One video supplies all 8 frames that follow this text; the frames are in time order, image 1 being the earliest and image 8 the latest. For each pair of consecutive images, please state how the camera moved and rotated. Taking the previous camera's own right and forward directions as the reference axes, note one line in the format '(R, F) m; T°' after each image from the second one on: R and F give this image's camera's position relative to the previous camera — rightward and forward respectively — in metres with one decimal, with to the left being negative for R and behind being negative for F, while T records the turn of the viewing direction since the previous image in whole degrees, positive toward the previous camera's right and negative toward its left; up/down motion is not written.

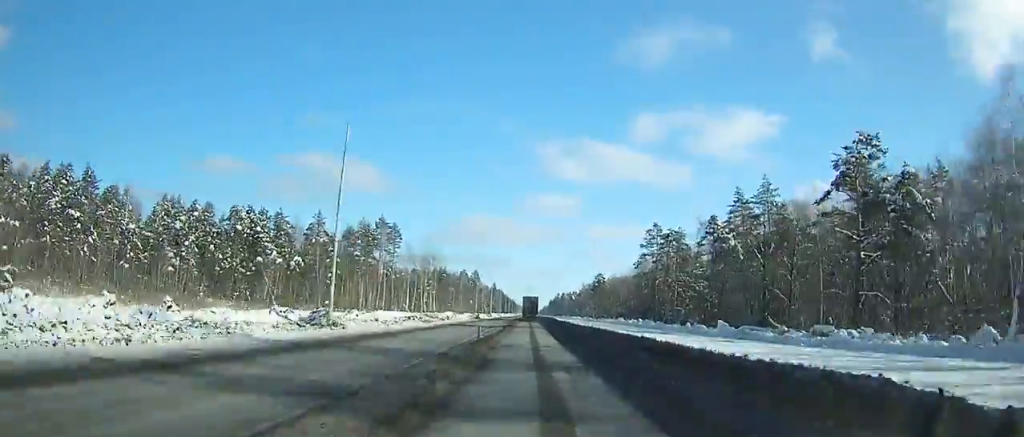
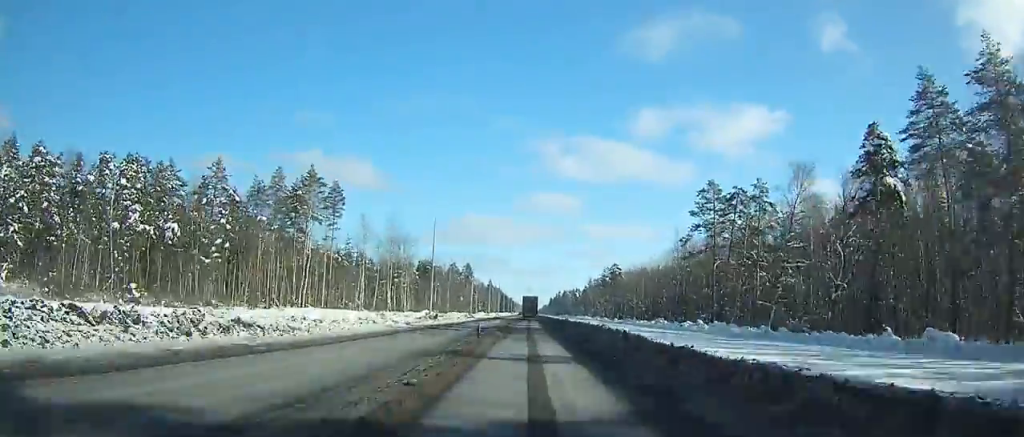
(-0.9, +48.6) m; -1°
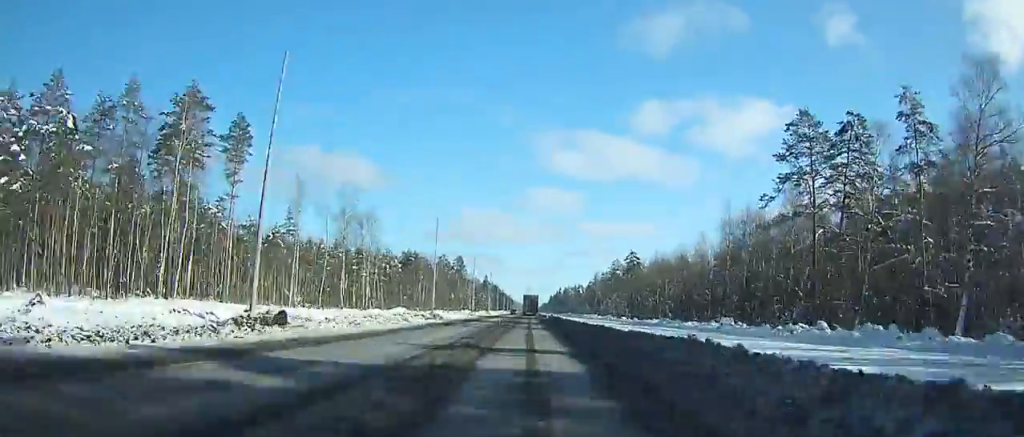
(0.0, +39.2) m; 0°
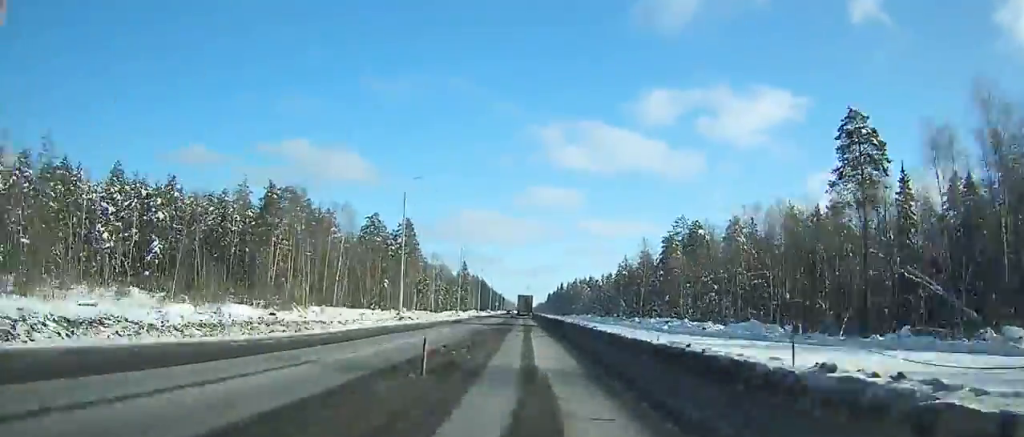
(-0.1, +129.7) m; 0°
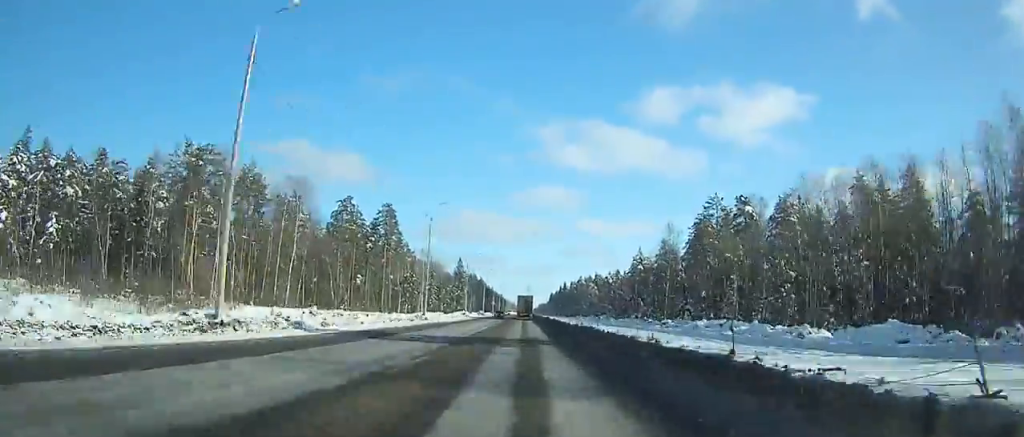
(0.0, +26.9) m; 0°
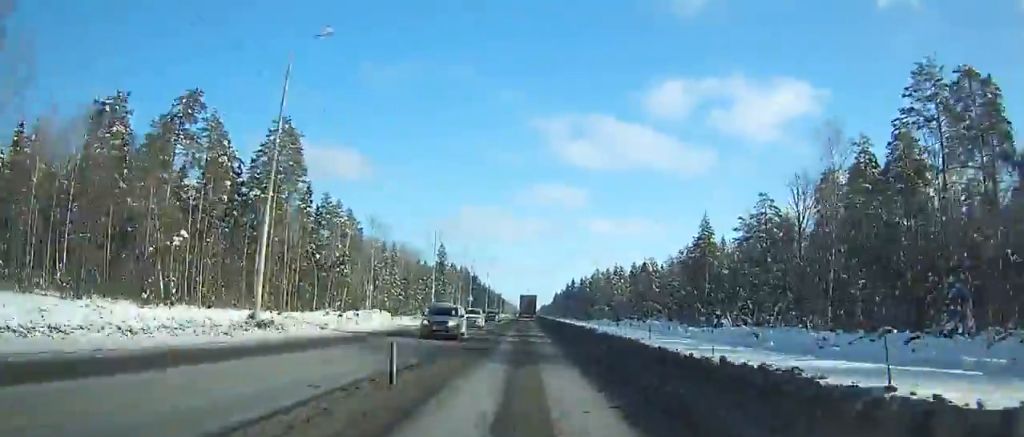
(-0.1, +71.6) m; 0°
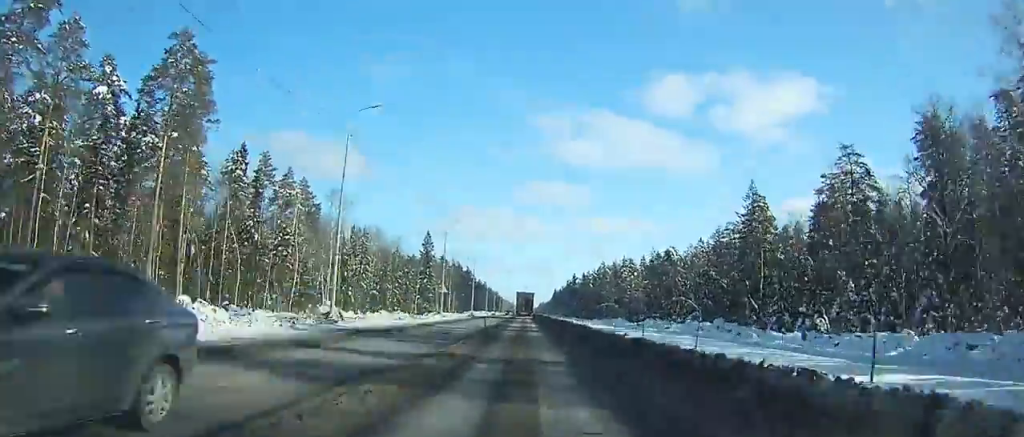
(-0.2, +29.8) m; 0°
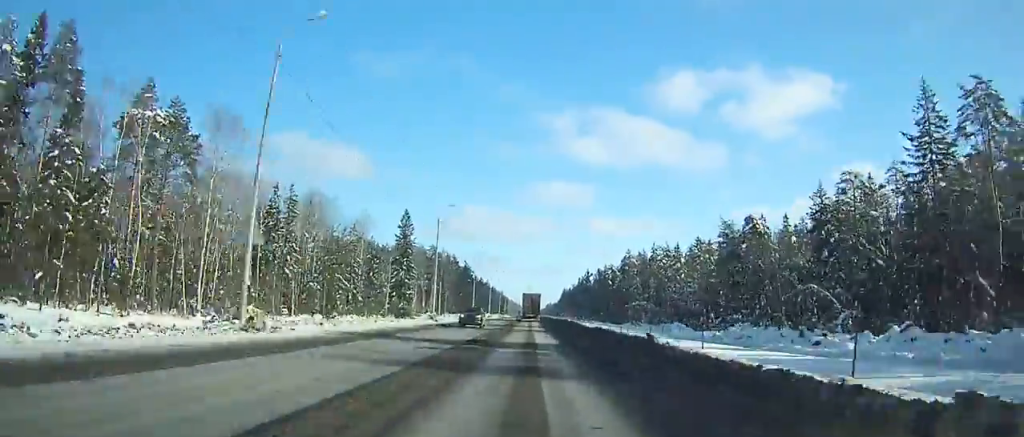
(+0.2, +47.3) m; 0°
